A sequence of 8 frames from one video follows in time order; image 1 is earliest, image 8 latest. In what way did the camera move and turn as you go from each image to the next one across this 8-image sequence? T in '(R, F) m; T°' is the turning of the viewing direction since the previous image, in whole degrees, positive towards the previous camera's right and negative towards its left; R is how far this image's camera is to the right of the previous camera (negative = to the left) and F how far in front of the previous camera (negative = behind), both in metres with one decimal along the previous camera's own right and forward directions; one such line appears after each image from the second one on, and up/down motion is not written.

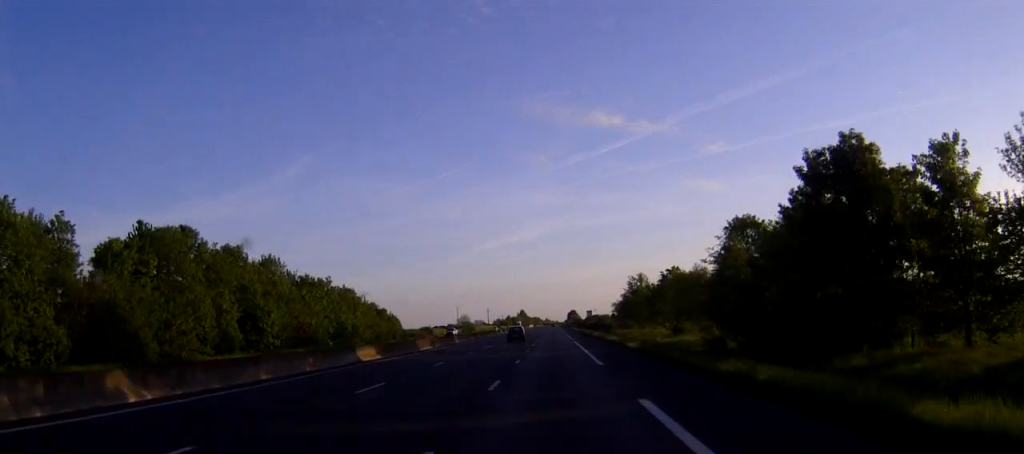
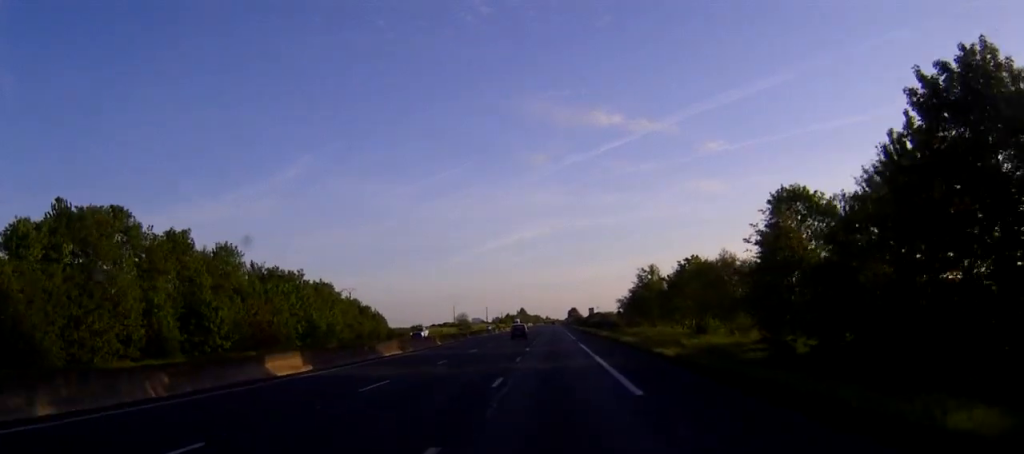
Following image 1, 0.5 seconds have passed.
(0.0, +12.6) m; 0°
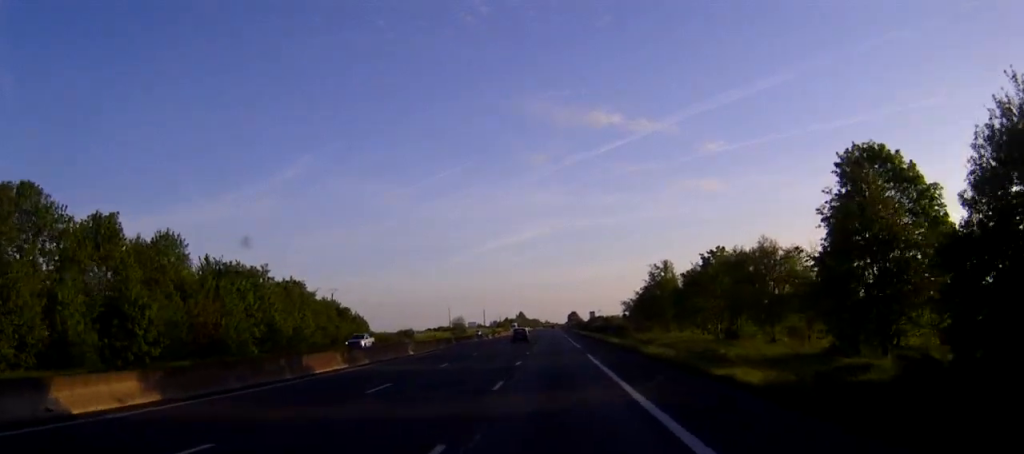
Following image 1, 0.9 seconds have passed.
(0.0, +12.6) m; 0°
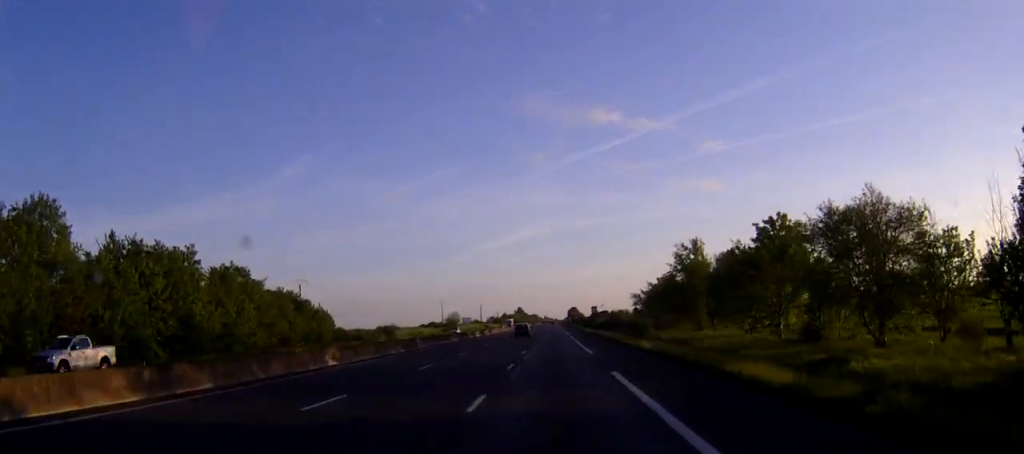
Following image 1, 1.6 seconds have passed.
(0.0, +18.9) m; 0°
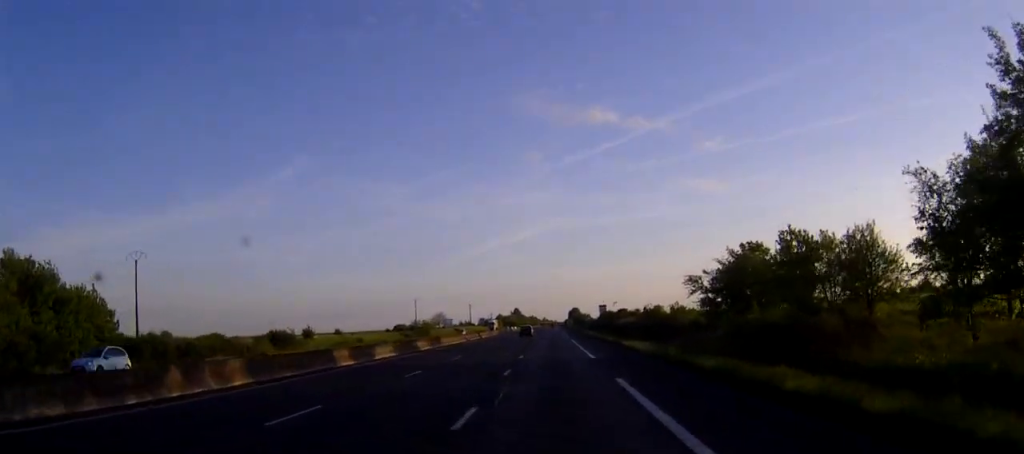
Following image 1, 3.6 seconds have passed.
(0.0, +54.0) m; 0°
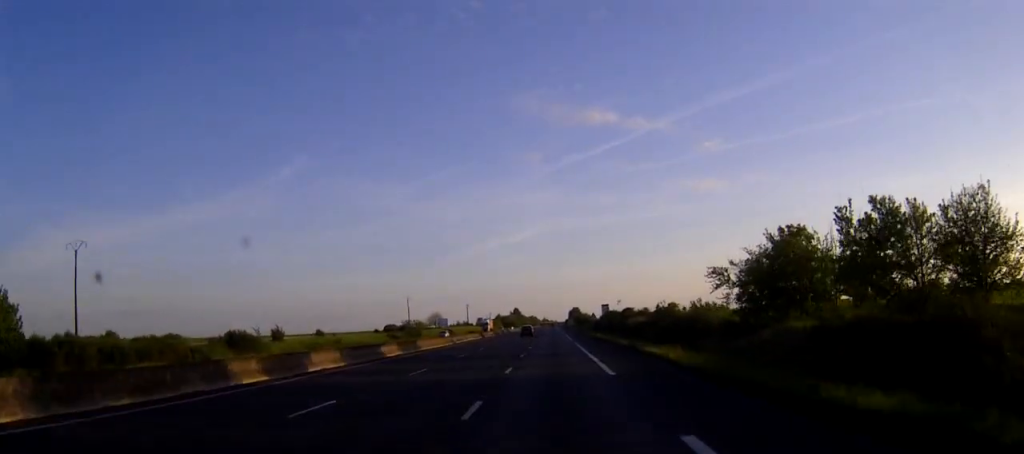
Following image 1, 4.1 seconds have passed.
(0.0, +11.7) m; 0°
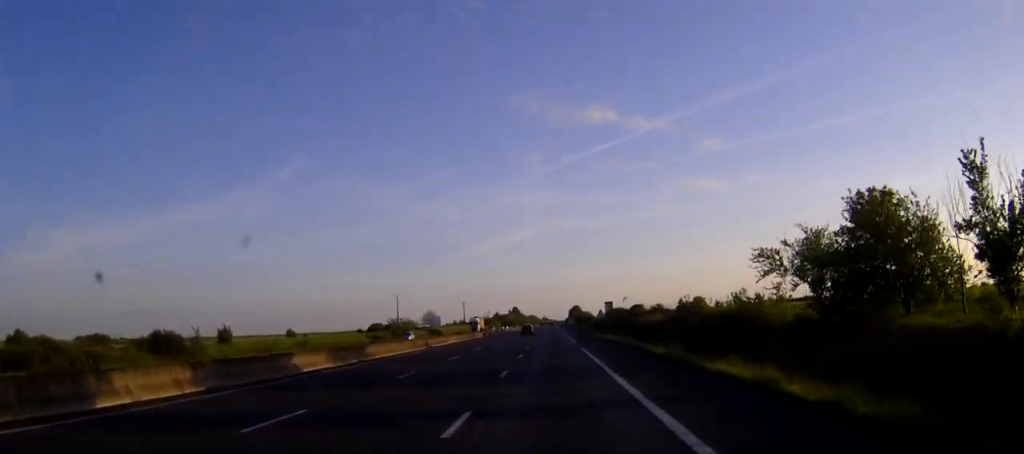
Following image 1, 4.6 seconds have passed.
(0.0, +15.3) m; 0°
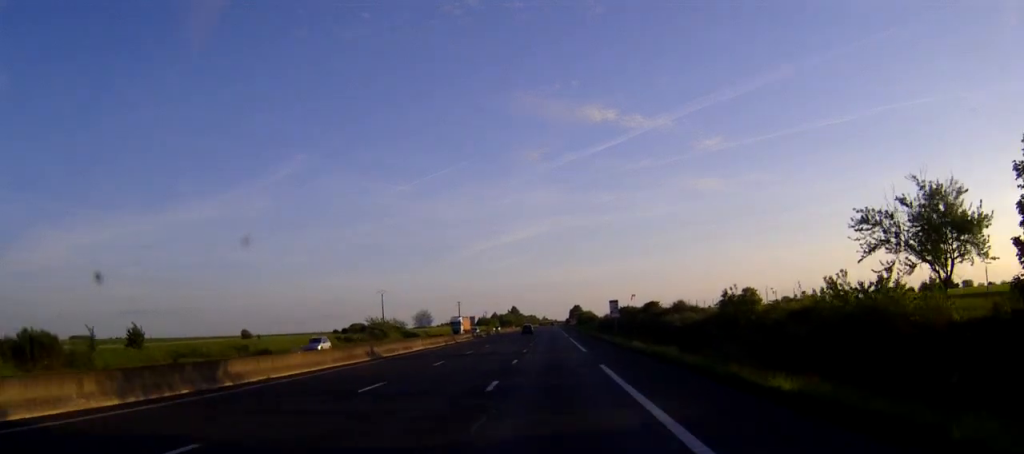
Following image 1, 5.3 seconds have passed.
(+0.1, +18.0) m; 0°
